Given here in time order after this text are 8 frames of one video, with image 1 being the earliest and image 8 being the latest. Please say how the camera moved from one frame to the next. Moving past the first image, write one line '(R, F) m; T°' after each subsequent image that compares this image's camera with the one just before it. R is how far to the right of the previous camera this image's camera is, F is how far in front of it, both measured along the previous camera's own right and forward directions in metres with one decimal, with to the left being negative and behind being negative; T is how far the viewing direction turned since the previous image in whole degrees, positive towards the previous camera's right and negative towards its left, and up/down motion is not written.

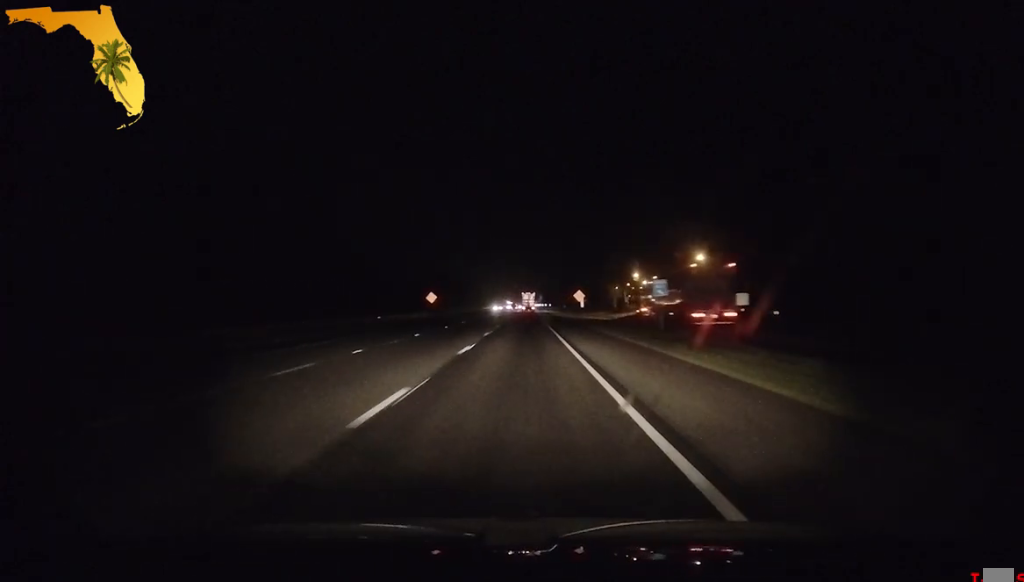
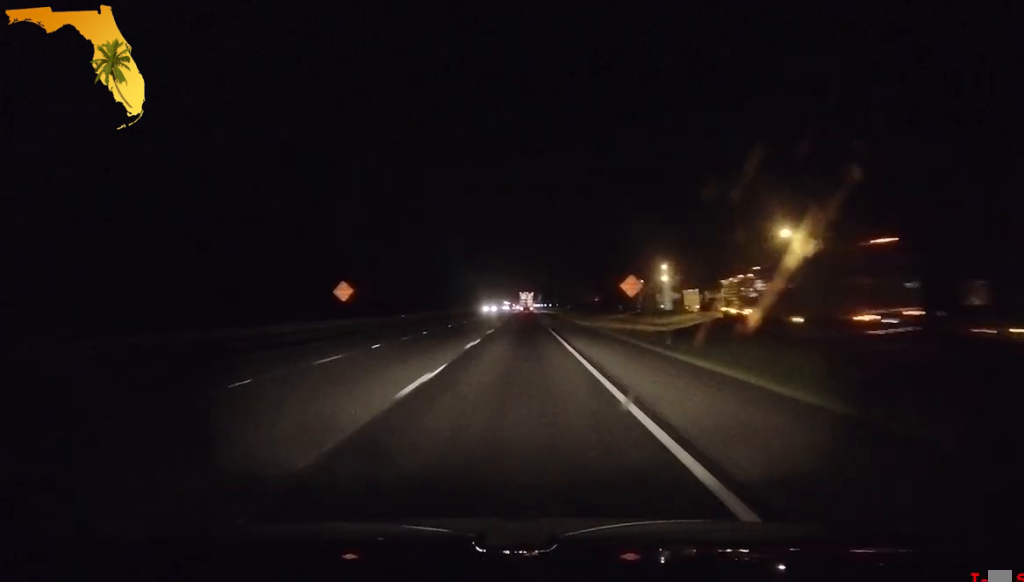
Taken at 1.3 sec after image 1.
(+0.3, +45.5) m; 0°
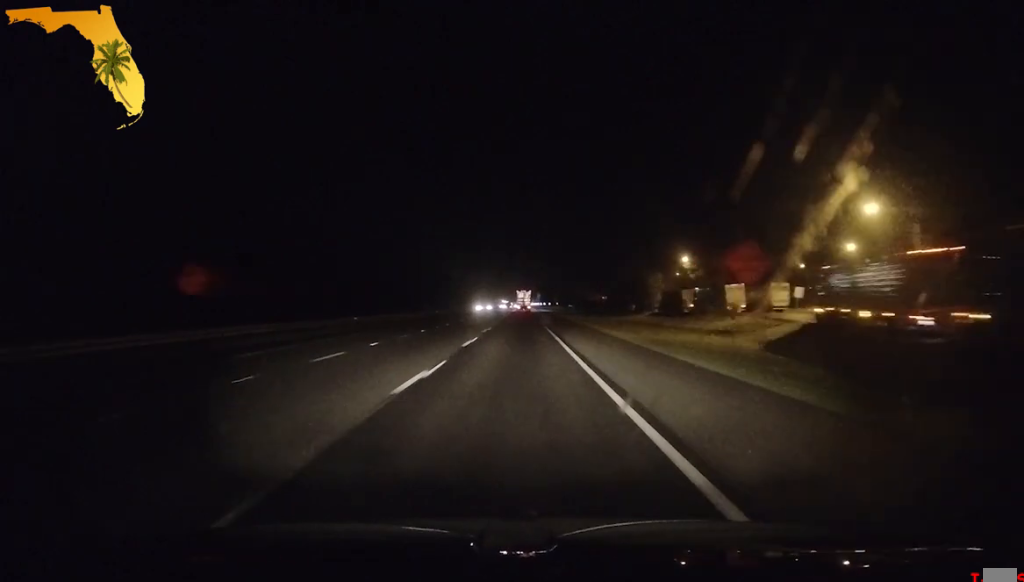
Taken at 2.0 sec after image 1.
(-0.1, +24.1) m; -1°
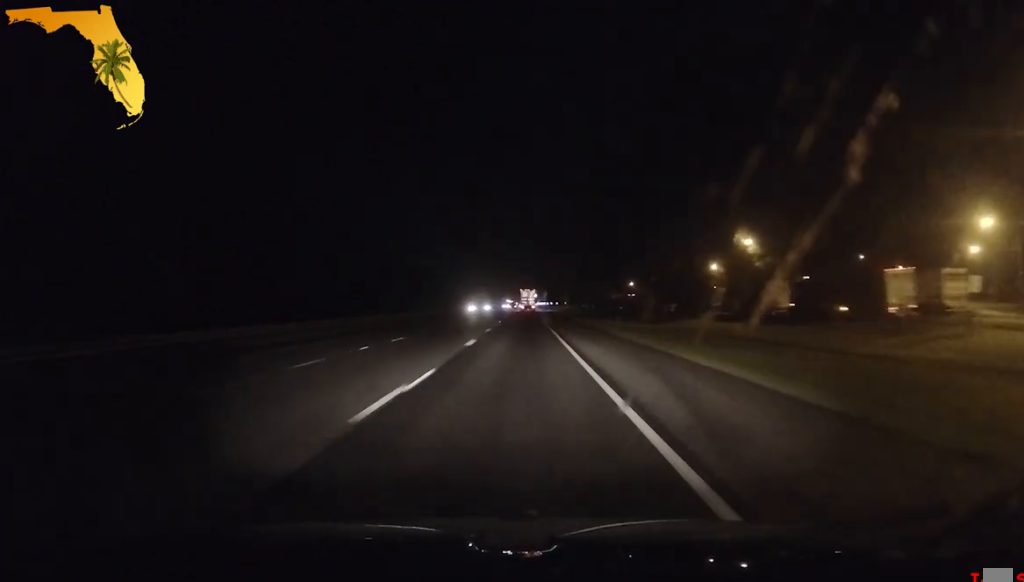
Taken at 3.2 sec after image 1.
(-0.4, +38.9) m; 0°
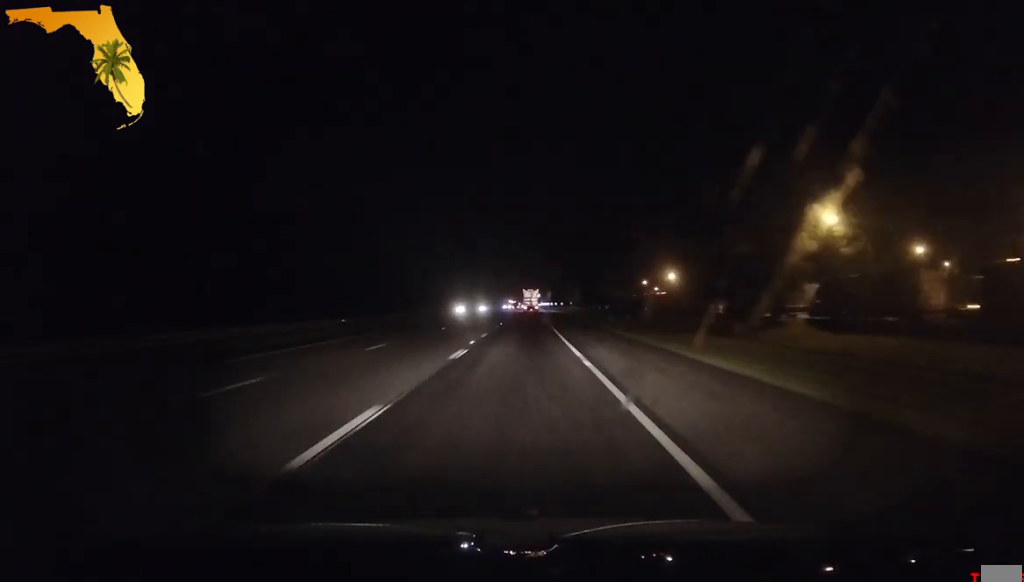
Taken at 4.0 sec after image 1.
(+0.2, +29.7) m; 0°
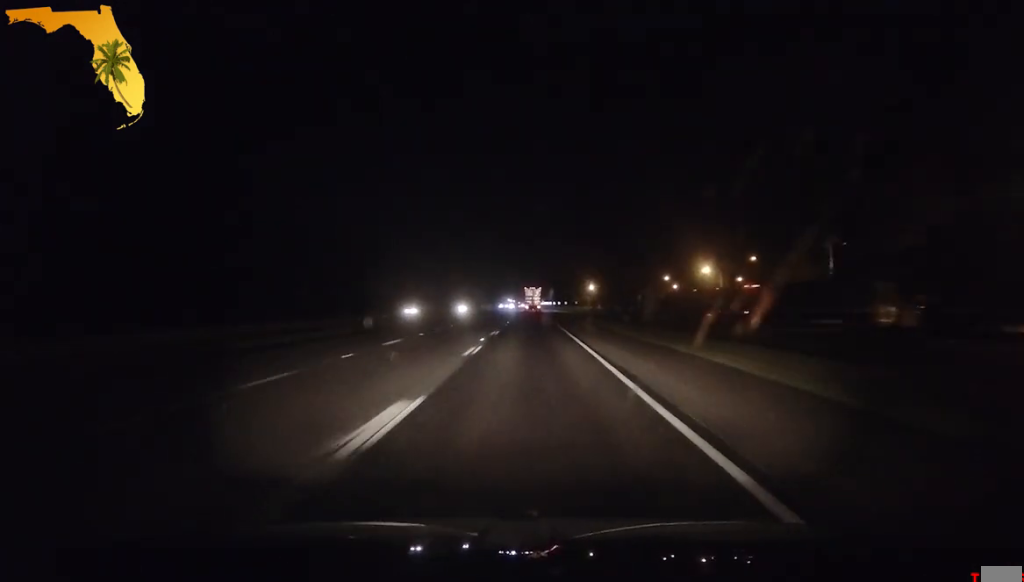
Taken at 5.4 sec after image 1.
(-0.5, +48.0) m; -1°
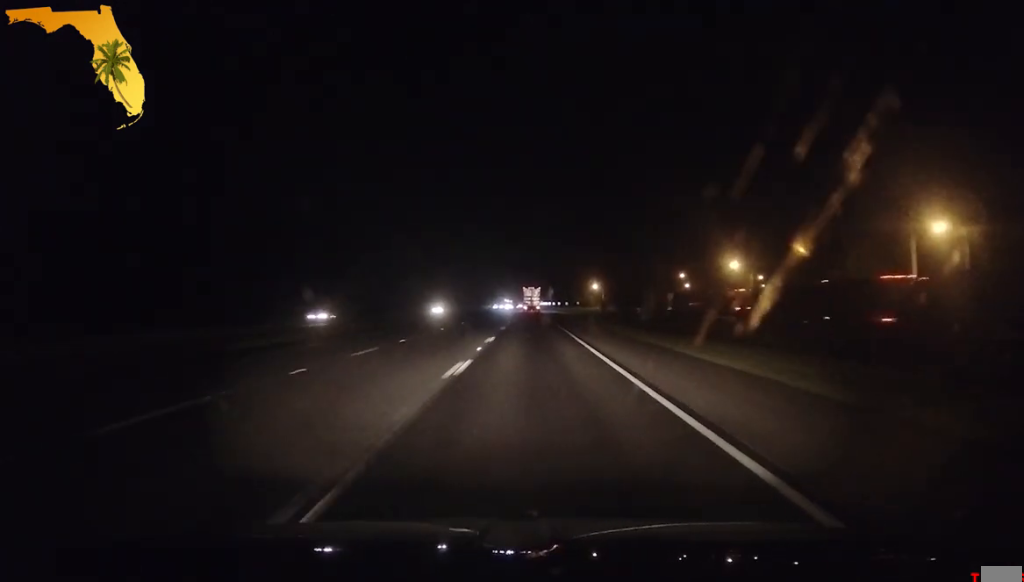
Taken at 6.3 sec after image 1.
(0.0, +29.6) m; +1°
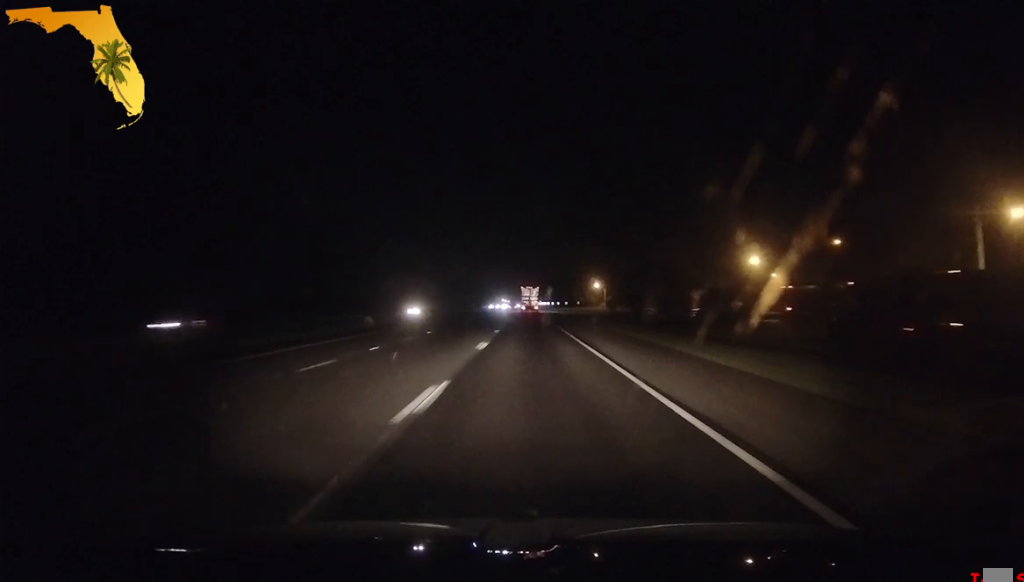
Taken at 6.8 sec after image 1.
(+0.1, +17.0) m; 0°
